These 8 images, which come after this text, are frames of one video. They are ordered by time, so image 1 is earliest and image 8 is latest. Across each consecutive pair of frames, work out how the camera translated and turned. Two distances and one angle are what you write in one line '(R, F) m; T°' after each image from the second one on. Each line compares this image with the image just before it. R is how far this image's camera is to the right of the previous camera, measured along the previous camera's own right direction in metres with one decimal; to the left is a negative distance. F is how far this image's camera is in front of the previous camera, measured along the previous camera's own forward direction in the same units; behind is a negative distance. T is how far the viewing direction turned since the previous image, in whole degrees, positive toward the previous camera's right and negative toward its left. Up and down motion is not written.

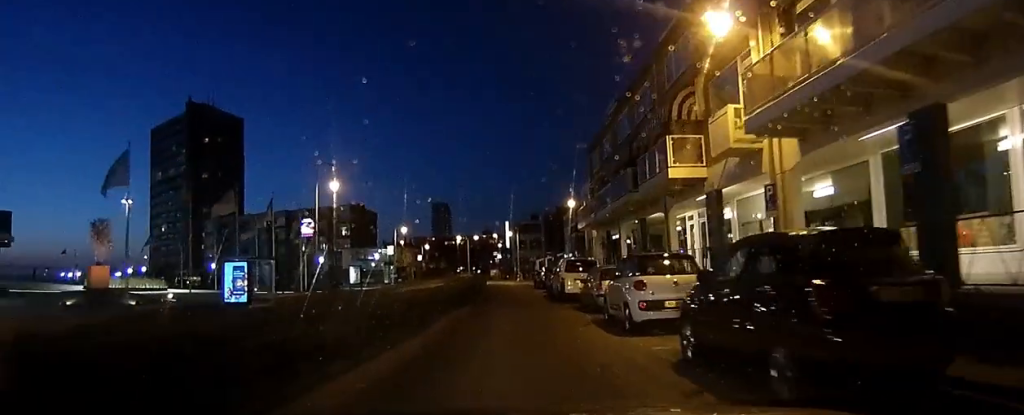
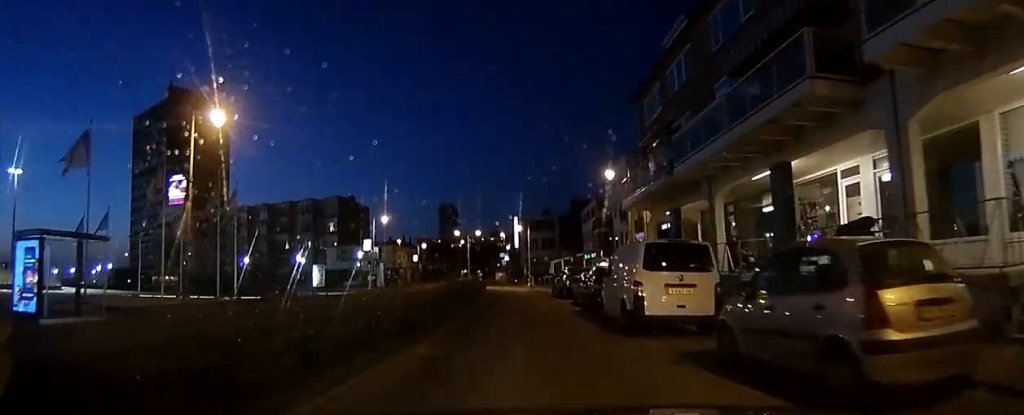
(-0.8, +12.7) m; +1°
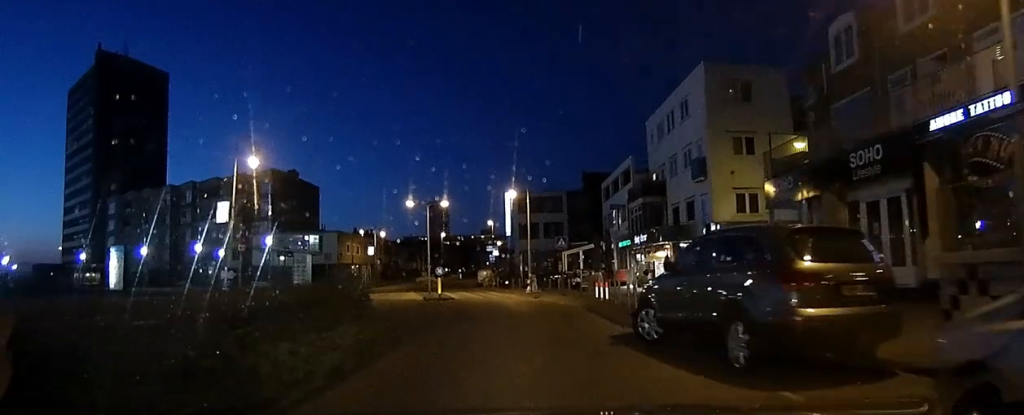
(+1.1, +22.6) m; +1°
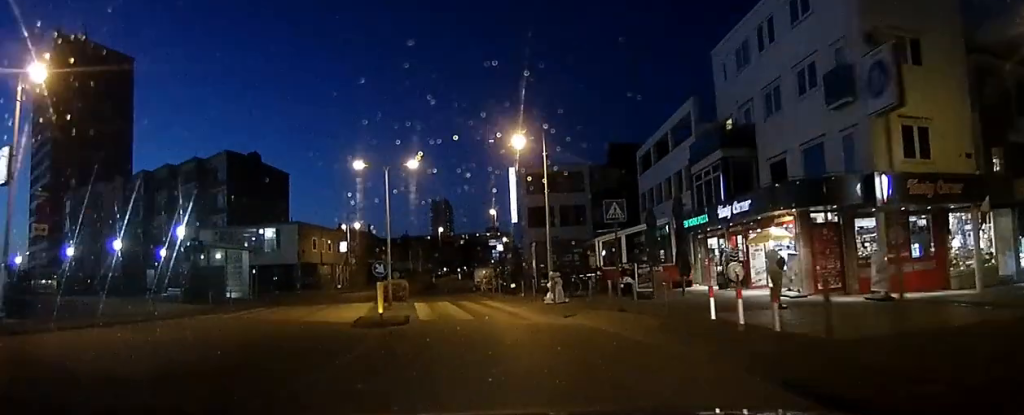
(-0.5, +12.7) m; -3°
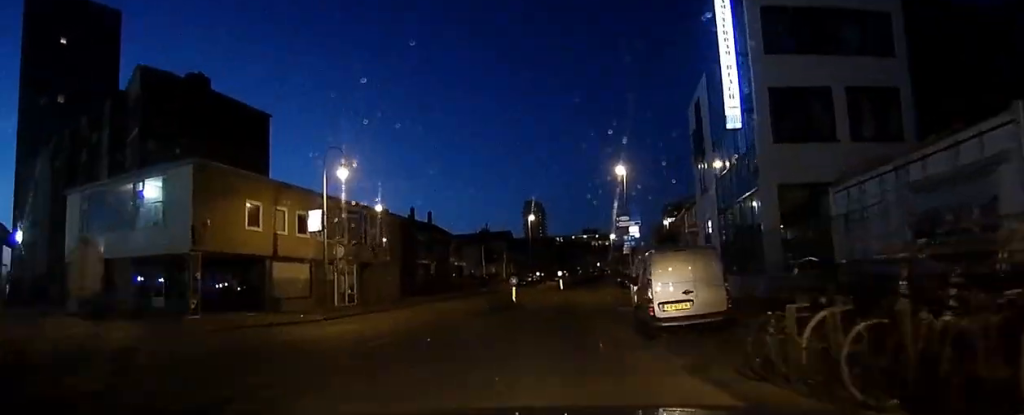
(-1.6, +29.0) m; -4°
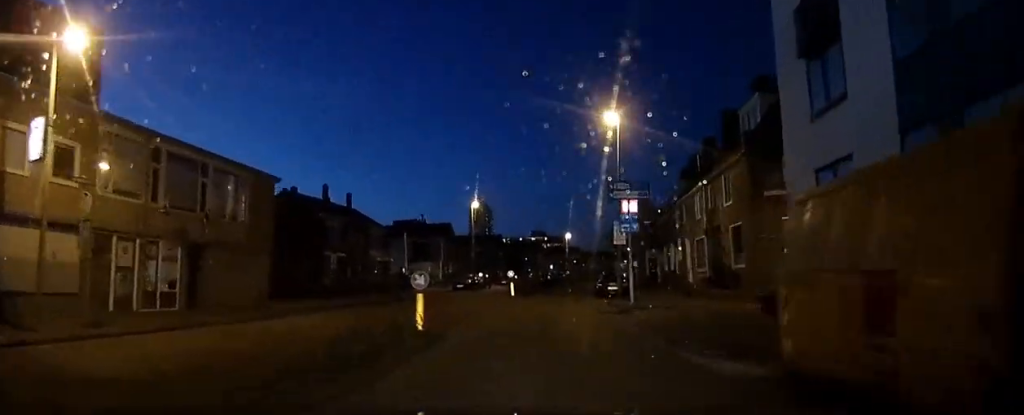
(-0.5, +14.2) m; +4°
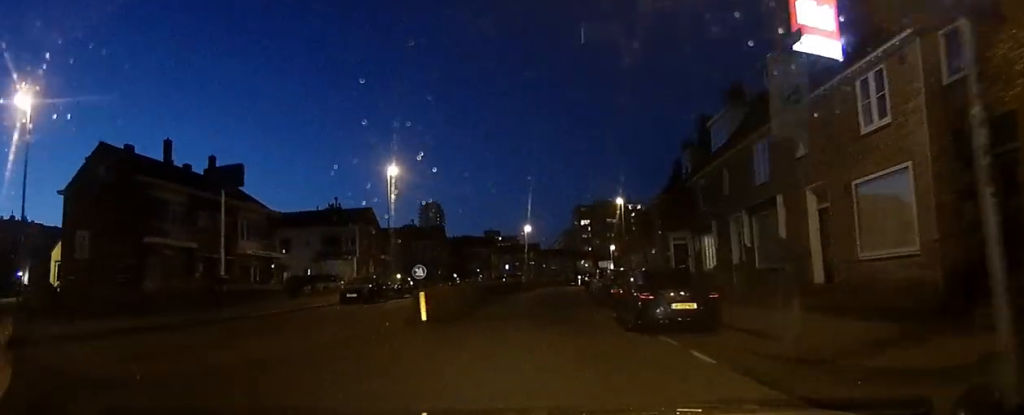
(+1.9, +21.7) m; +7°
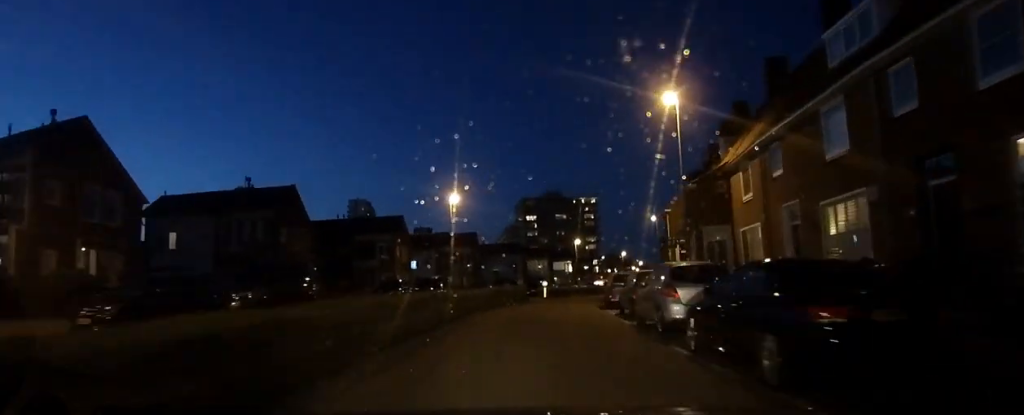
(+2.0, +36.2) m; +9°
